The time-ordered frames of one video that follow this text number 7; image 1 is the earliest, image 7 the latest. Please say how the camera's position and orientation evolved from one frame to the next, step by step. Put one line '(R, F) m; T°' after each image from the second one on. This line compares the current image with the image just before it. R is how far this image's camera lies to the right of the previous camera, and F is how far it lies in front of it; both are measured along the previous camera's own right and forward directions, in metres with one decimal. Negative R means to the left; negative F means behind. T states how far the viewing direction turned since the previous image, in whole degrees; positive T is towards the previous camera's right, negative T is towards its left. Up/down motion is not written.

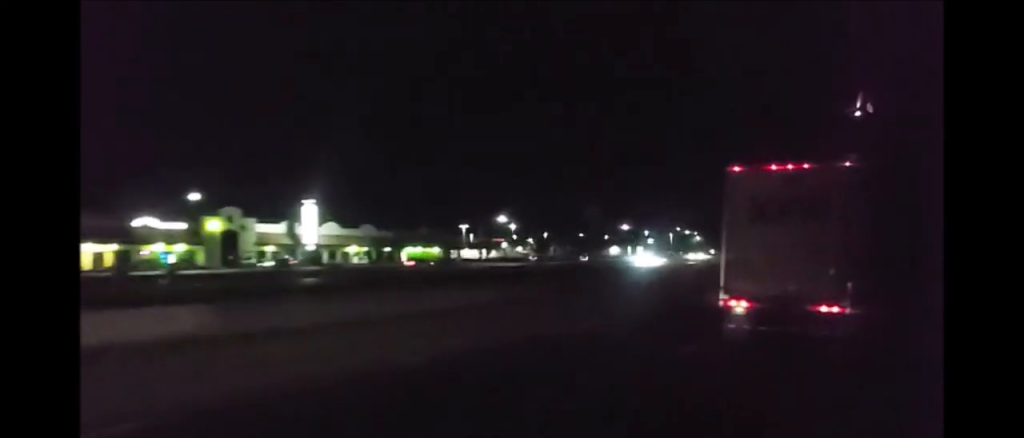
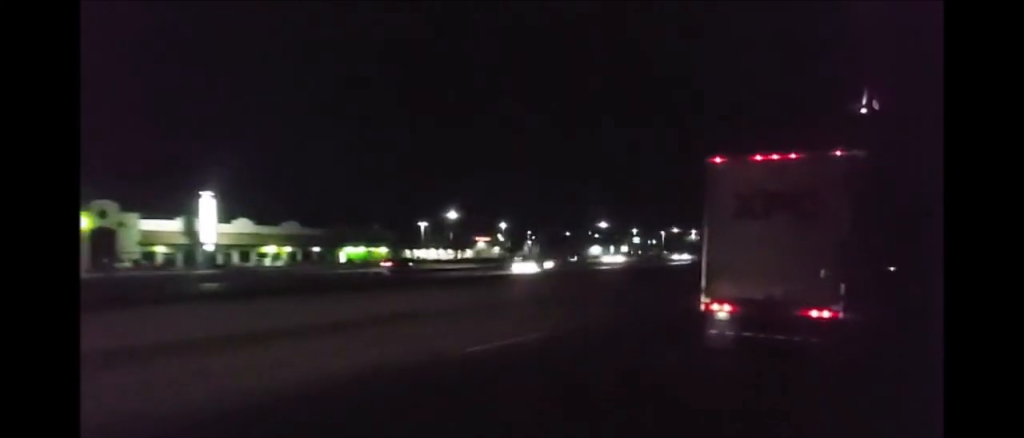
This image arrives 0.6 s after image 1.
(-0.2, +18.6) m; -1°
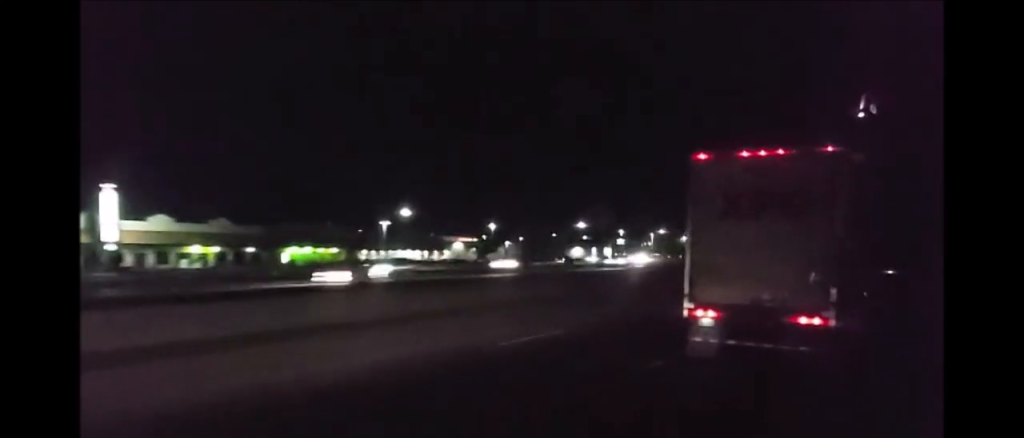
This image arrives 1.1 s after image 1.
(0.0, +13.7) m; 0°
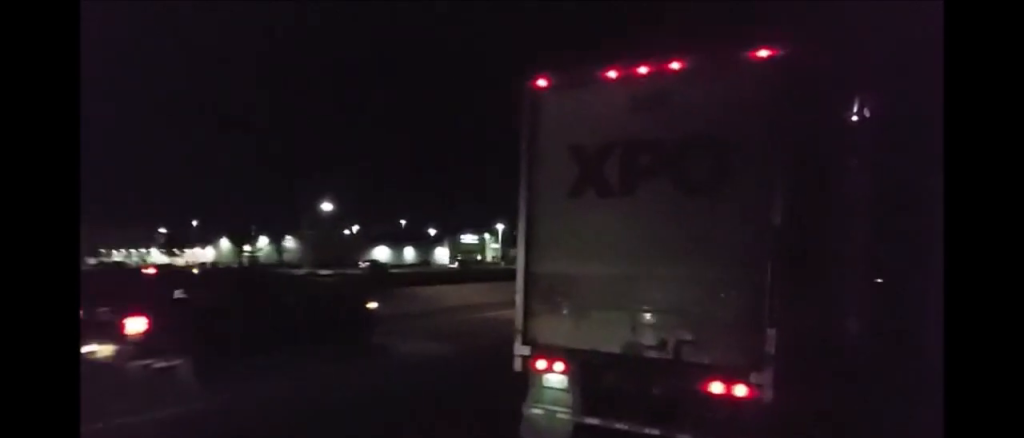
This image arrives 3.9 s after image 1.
(+1.1, +80.7) m; -1°
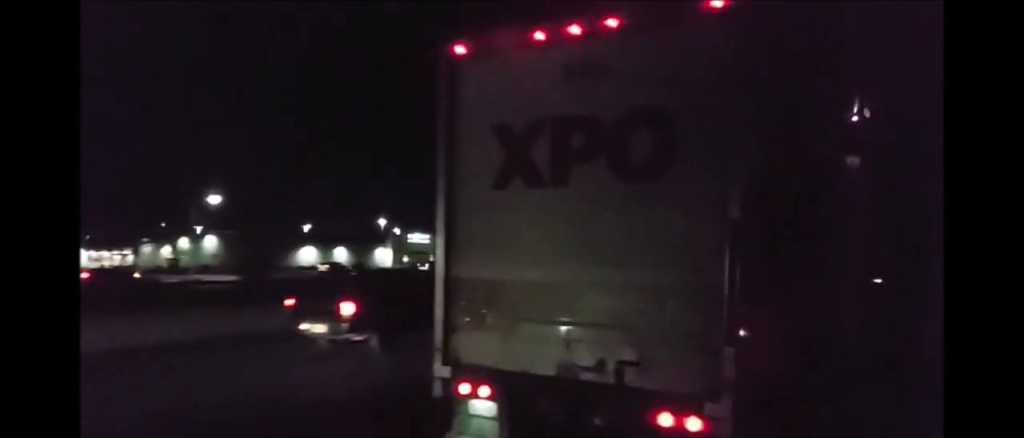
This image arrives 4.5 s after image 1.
(-0.2, +18.3) m; 0°
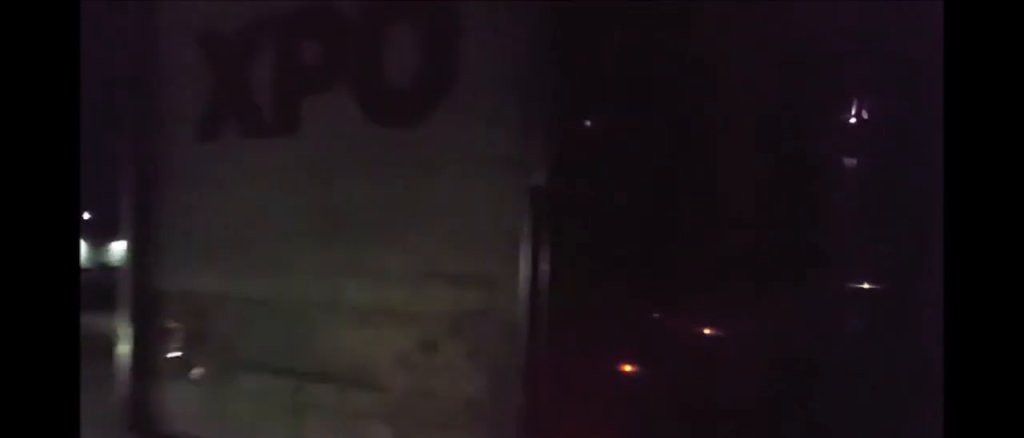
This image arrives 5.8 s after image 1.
(+0.4, +36.1) m; +1°
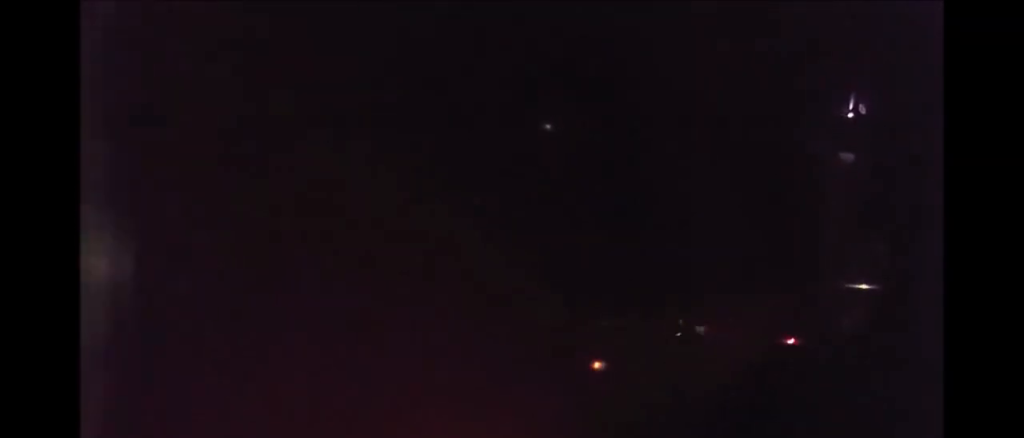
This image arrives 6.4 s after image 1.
(+0.1, +17.4) m; 0°
